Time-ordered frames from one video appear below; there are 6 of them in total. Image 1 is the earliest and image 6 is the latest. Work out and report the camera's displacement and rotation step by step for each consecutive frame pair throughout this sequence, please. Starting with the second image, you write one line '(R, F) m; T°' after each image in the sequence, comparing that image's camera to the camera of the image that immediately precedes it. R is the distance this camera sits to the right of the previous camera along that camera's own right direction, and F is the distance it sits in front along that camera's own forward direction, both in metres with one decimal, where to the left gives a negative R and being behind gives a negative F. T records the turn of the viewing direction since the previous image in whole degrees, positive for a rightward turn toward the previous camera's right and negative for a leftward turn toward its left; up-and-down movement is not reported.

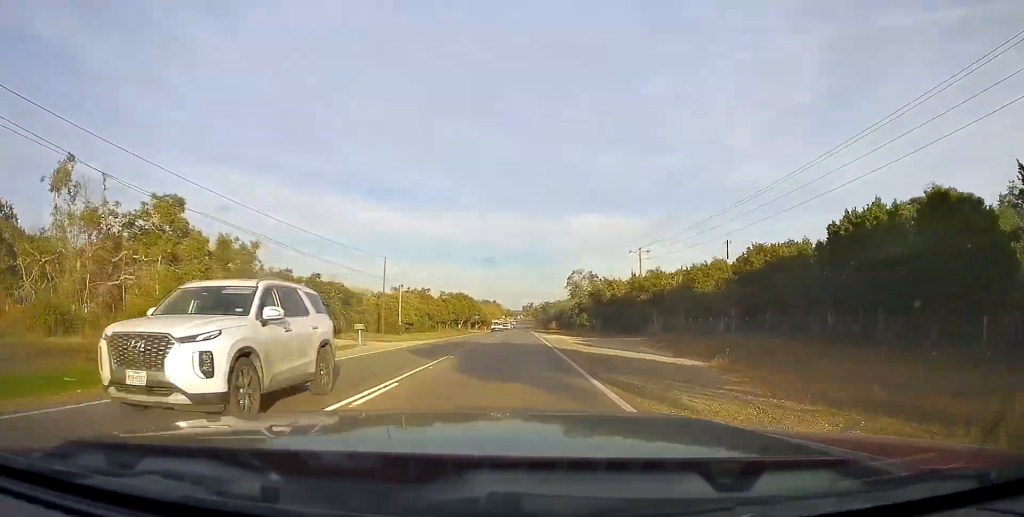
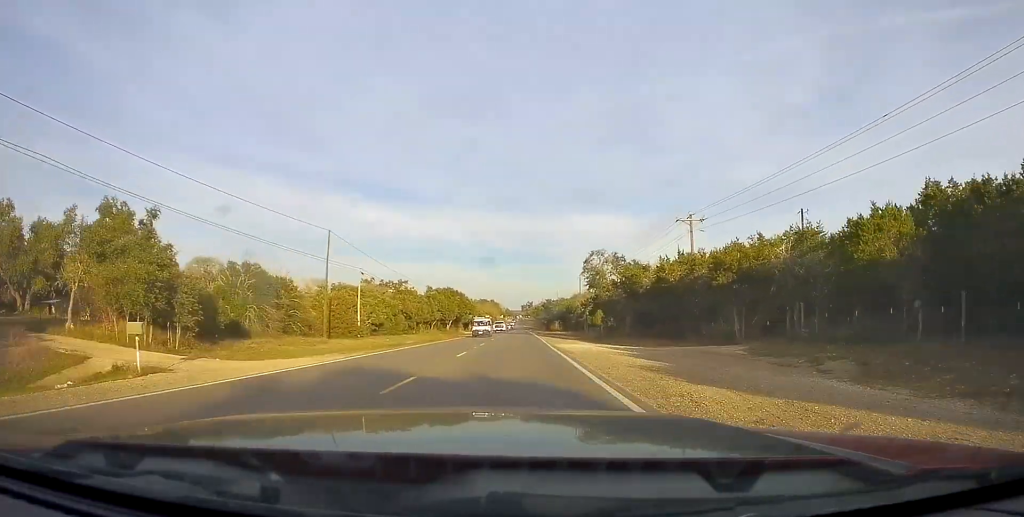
(-0.1, +21.6) m; -1°
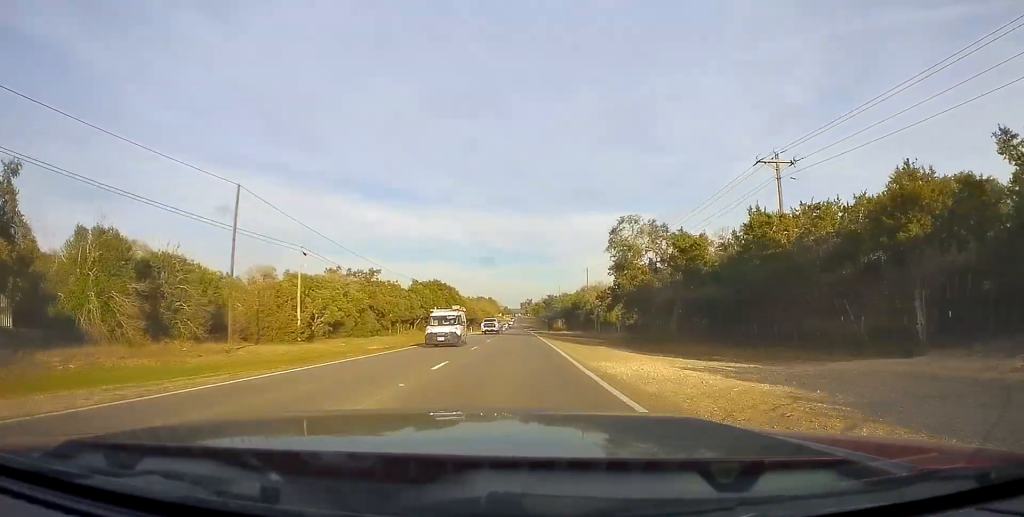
(-0.3, +17.5) m; 0°
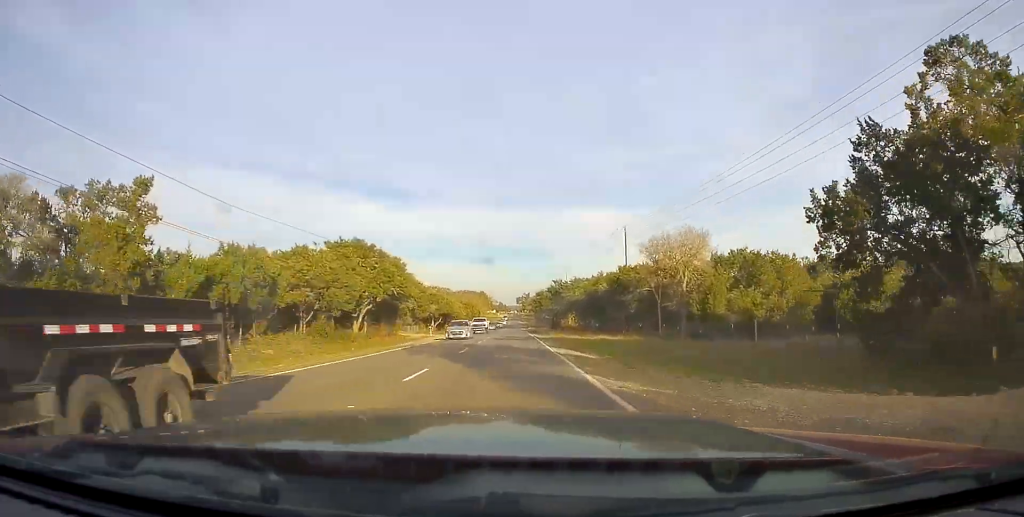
(+0.6, +49.2) m; +1°
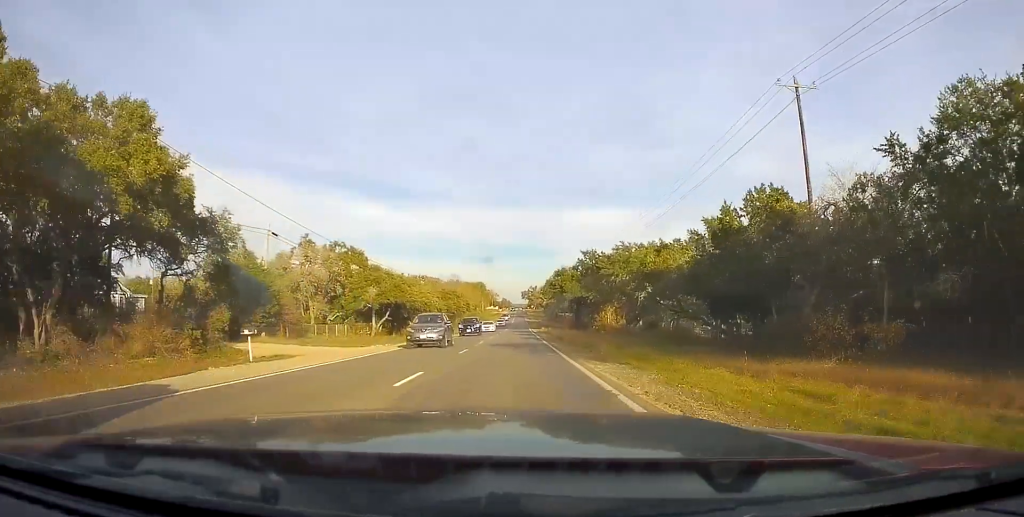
(-0.3, +47.7) m; 0°
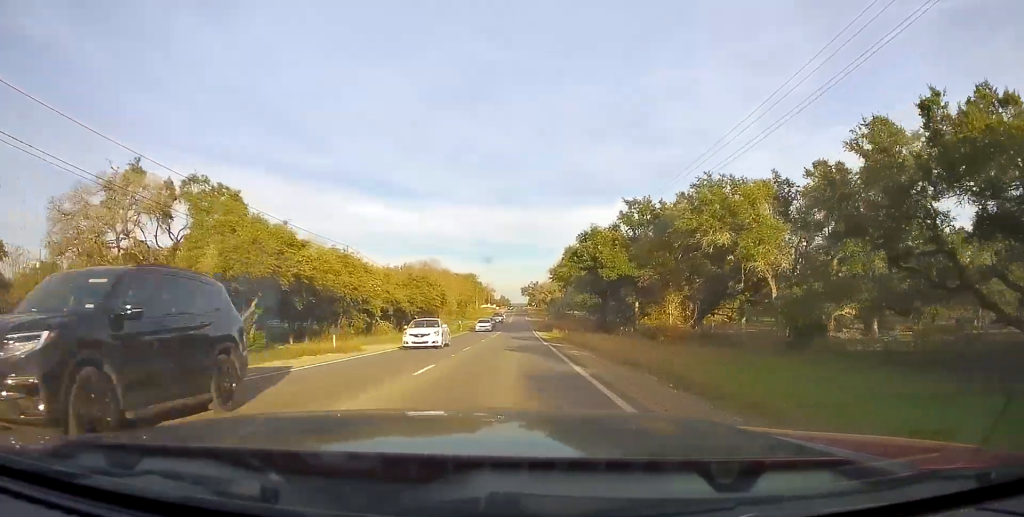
(+0.5, +32.2) m; +1°
